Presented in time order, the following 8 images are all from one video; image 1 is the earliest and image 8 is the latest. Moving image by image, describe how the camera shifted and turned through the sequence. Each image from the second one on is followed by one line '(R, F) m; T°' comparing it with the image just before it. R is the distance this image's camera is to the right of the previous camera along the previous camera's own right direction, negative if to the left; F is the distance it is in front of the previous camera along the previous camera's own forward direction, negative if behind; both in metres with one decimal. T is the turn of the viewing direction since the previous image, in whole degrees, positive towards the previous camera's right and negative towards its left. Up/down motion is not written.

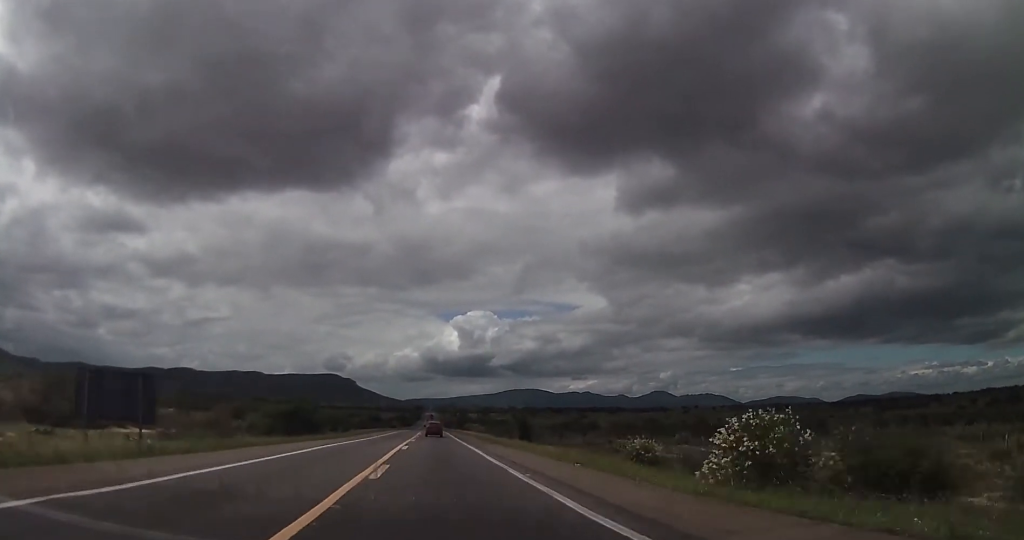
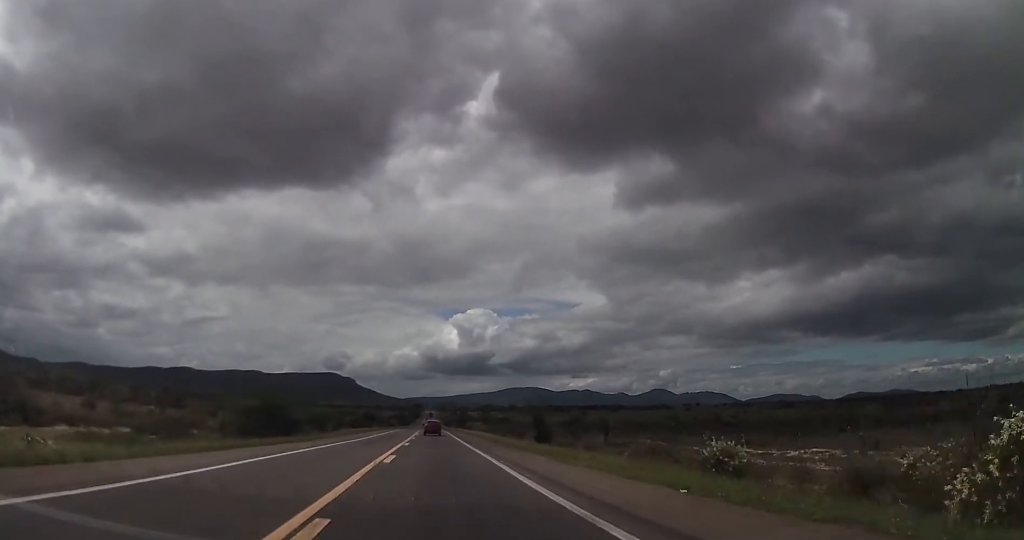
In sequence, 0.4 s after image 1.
(0.0, +9.5) m; 0°
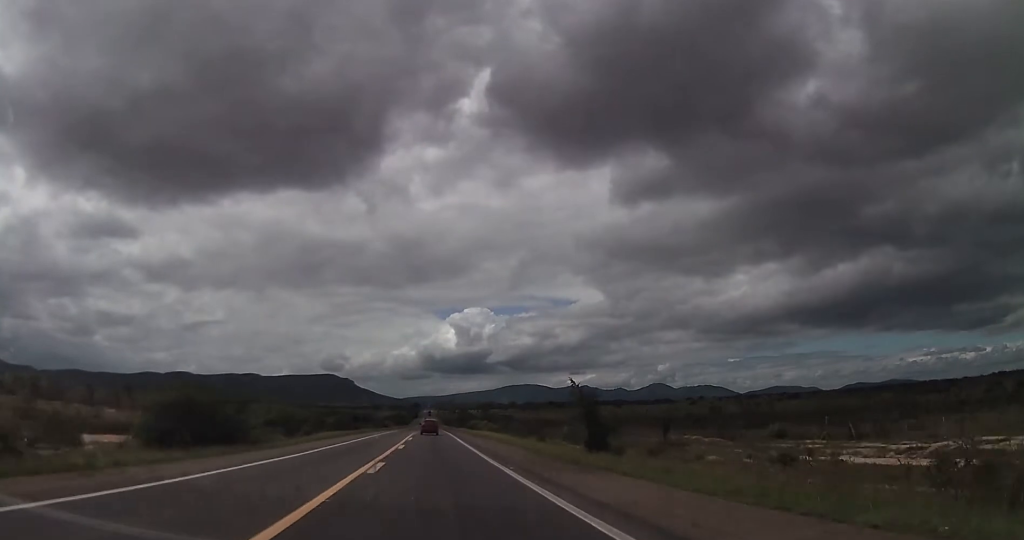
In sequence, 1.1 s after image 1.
(0.0, +16.7) m; 0°
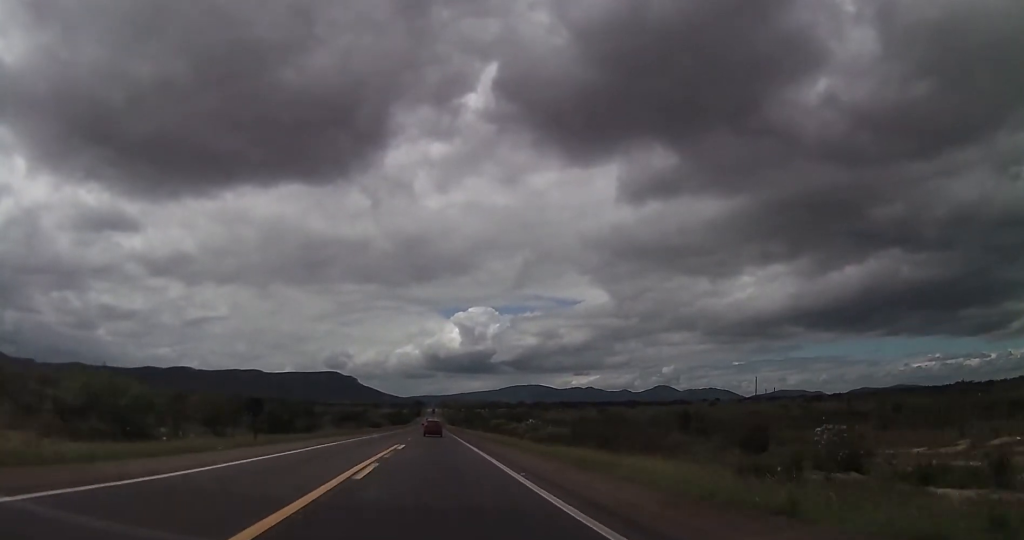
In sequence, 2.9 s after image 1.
(-0.4, +46.6) m; -1°
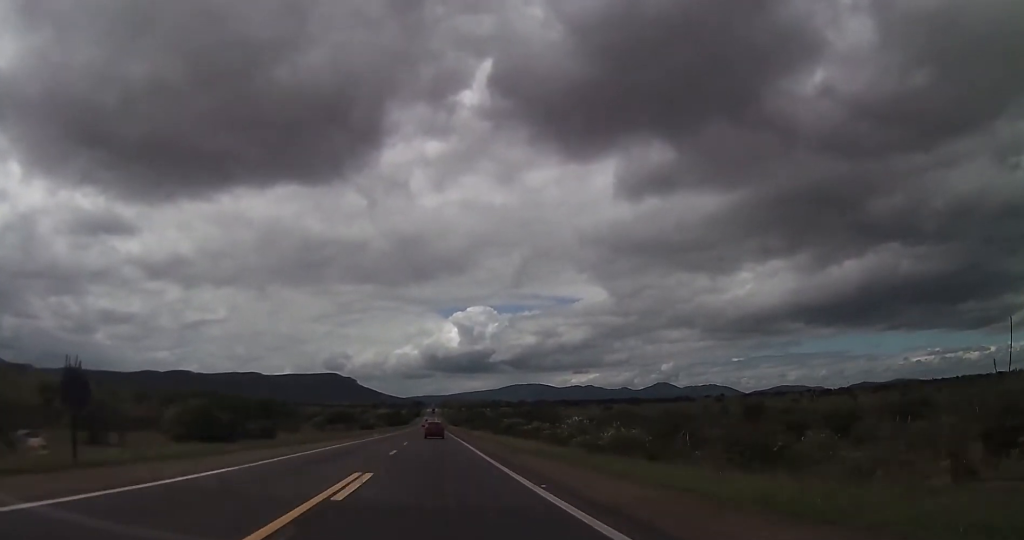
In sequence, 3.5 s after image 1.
(0.0, +19.0) m; 0°
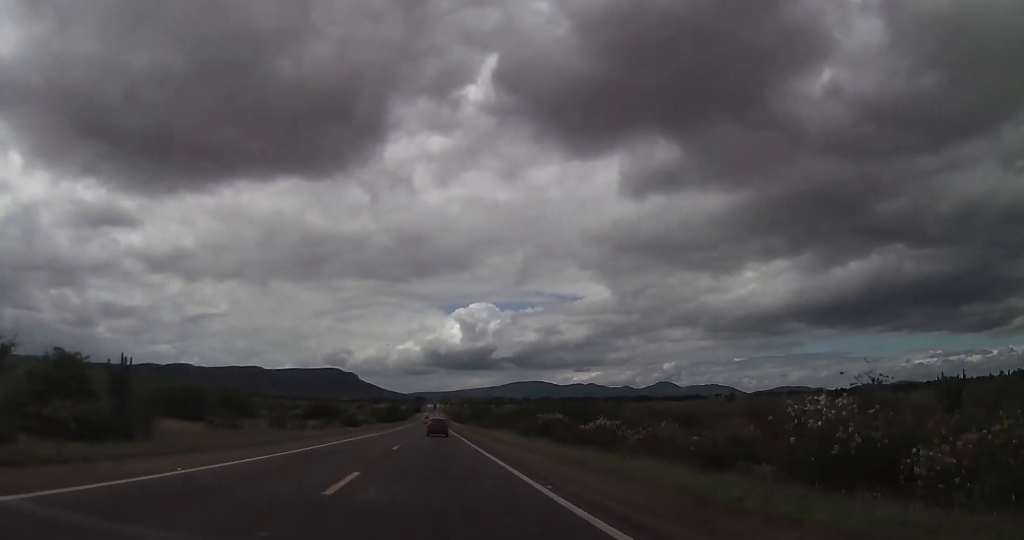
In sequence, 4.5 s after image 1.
(+0.1, +29.2) m; 0°
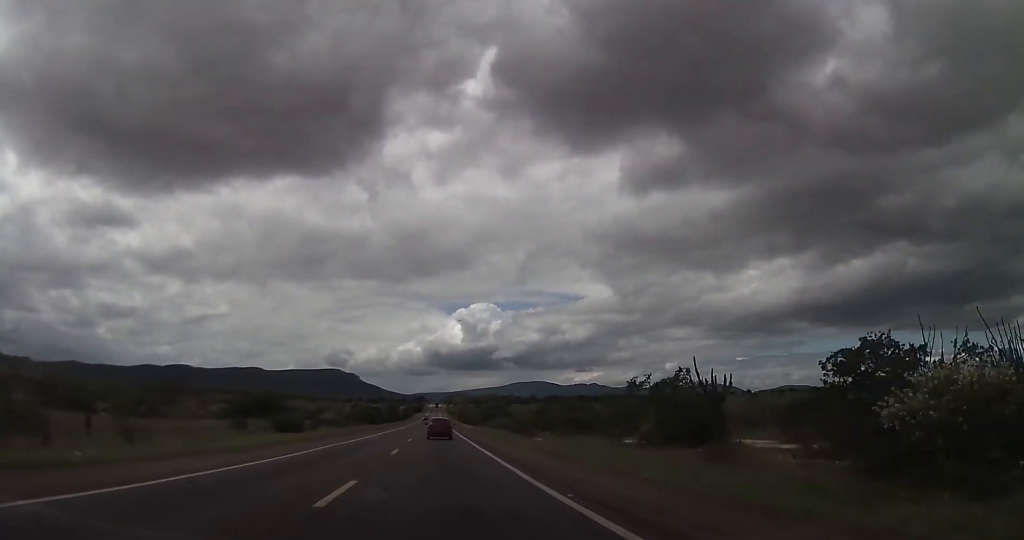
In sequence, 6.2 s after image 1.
(0.0, +48.8) m; 0°
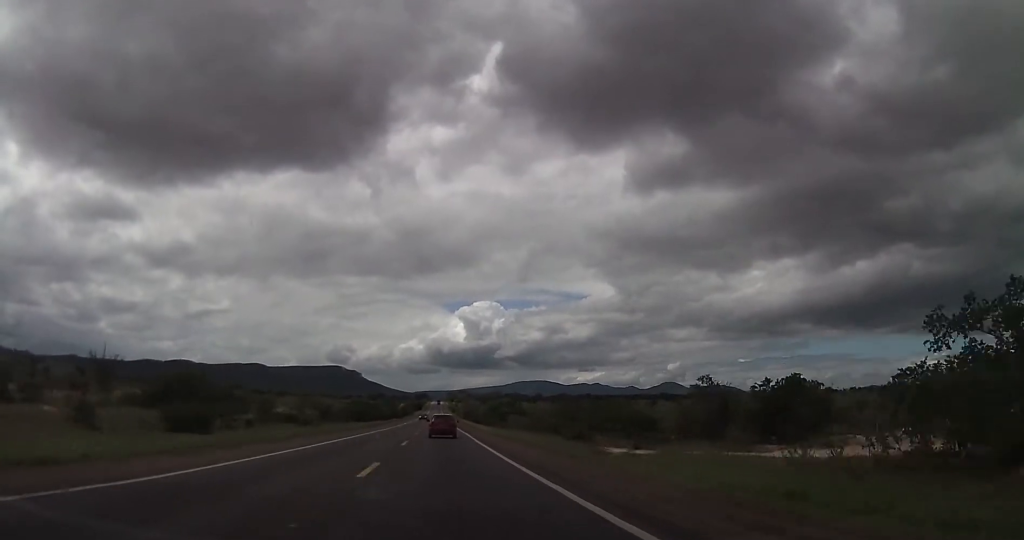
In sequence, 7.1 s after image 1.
(-0.1, +25.2) m; 0°
